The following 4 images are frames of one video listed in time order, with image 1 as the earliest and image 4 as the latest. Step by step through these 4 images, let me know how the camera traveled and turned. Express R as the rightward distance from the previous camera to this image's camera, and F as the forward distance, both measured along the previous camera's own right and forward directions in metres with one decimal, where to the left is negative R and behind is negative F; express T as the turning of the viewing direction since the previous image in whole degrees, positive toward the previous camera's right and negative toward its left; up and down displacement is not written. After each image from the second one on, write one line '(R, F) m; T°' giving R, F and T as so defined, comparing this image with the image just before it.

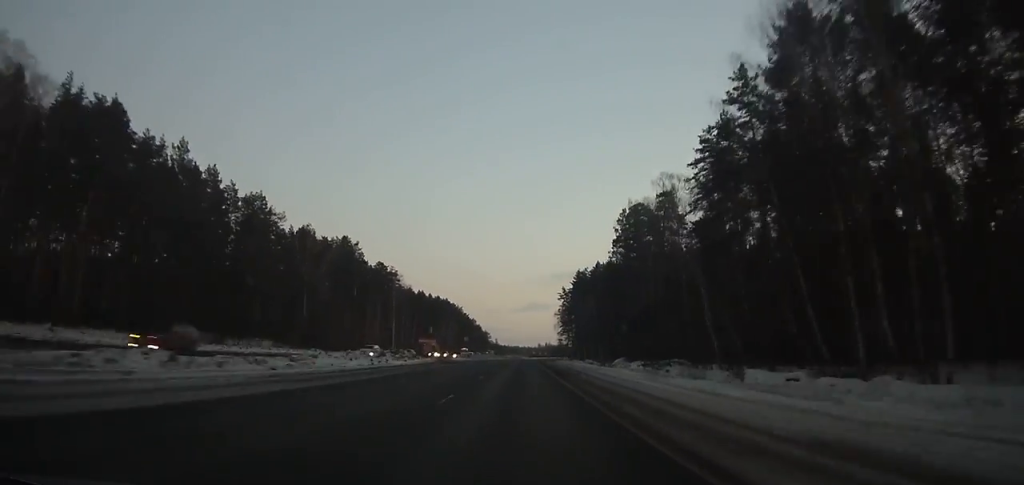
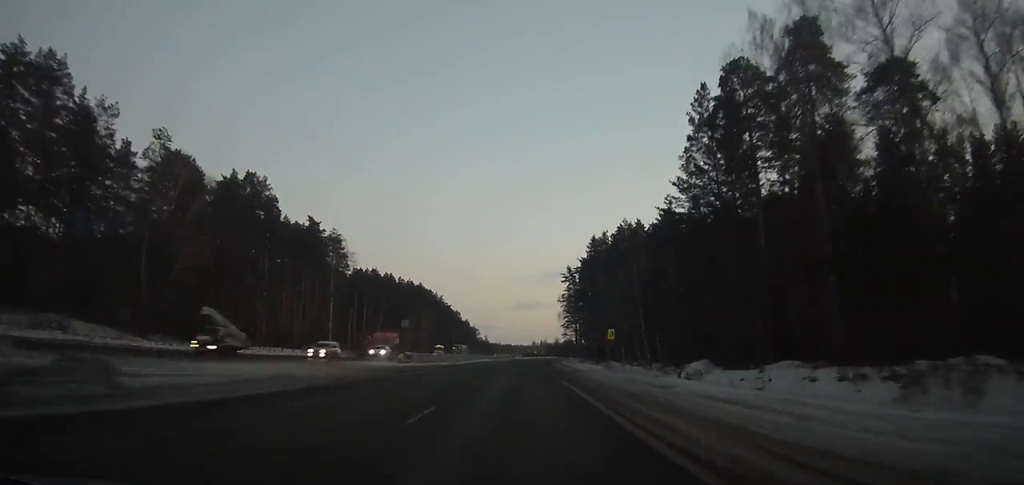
(+0.4, +52.0) m; +1°
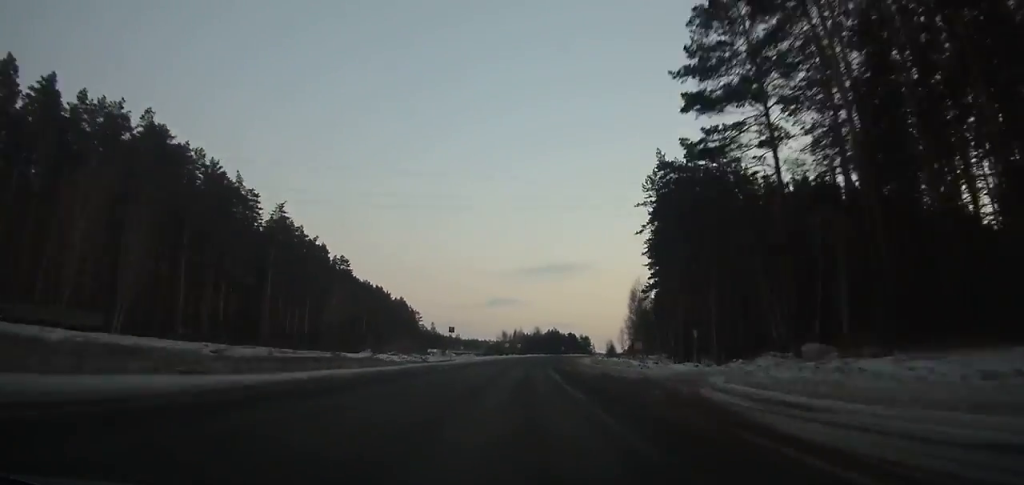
(+3.6, +145.4) m; +4°
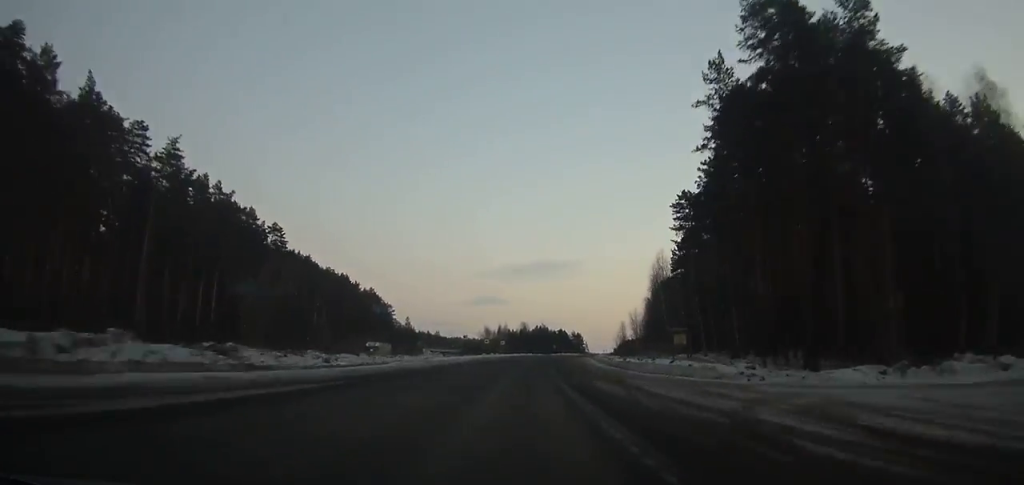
(-0.4, +32.5) m; +2°
